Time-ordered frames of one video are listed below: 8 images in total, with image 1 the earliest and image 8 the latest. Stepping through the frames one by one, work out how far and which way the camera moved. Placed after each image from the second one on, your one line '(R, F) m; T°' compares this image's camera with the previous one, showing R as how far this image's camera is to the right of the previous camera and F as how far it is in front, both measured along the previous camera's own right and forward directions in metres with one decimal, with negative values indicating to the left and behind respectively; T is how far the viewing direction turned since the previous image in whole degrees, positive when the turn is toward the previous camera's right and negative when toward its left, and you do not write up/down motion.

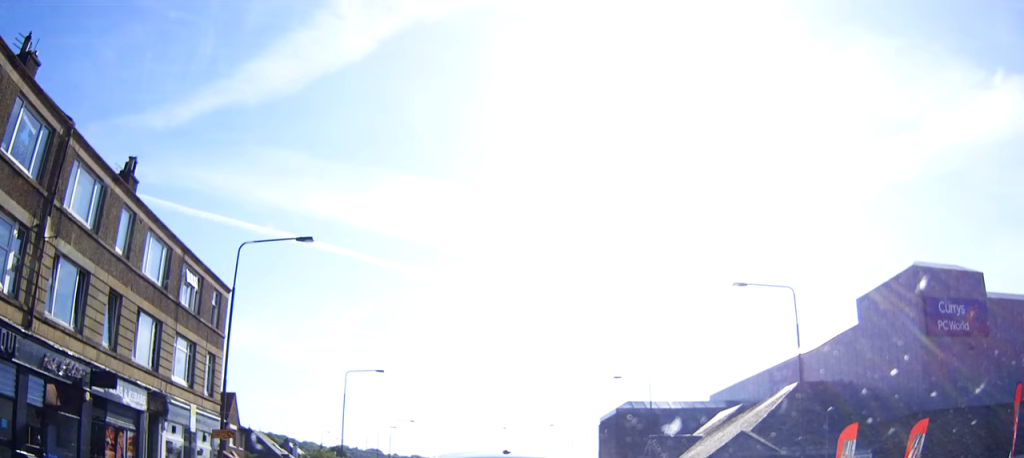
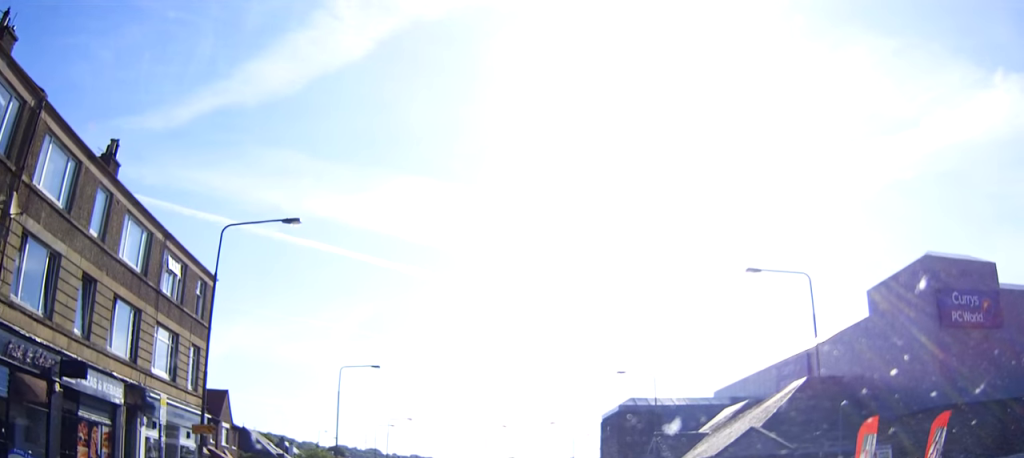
(0.0, +1.1) m; 0°
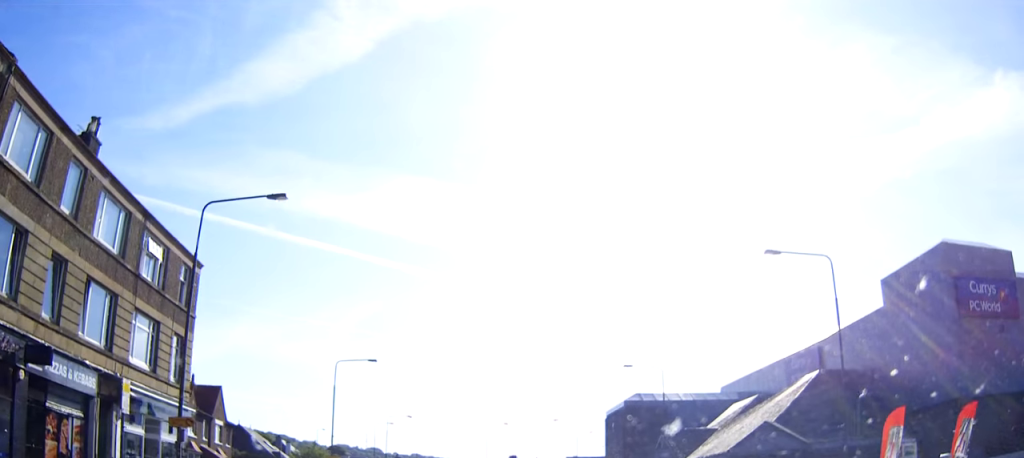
(0.0, +1.6) m; 0°
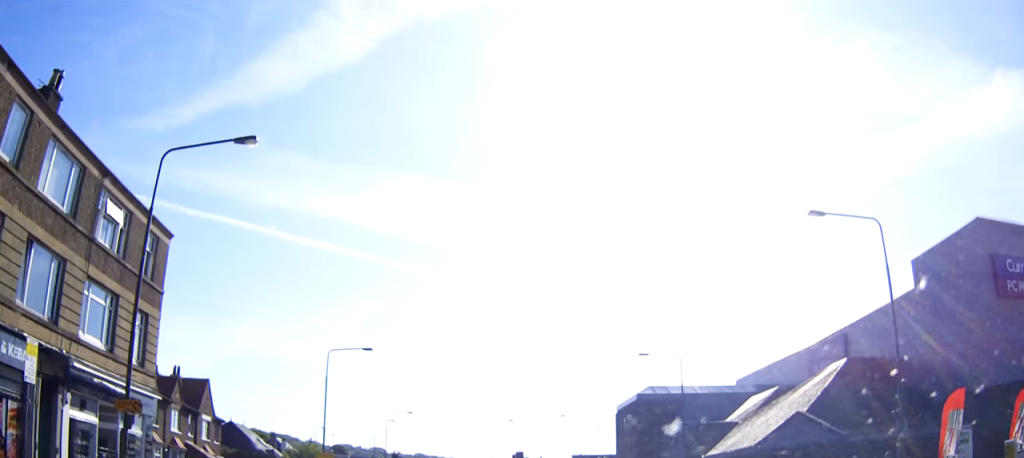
(0.0, +4.1) m; 0°
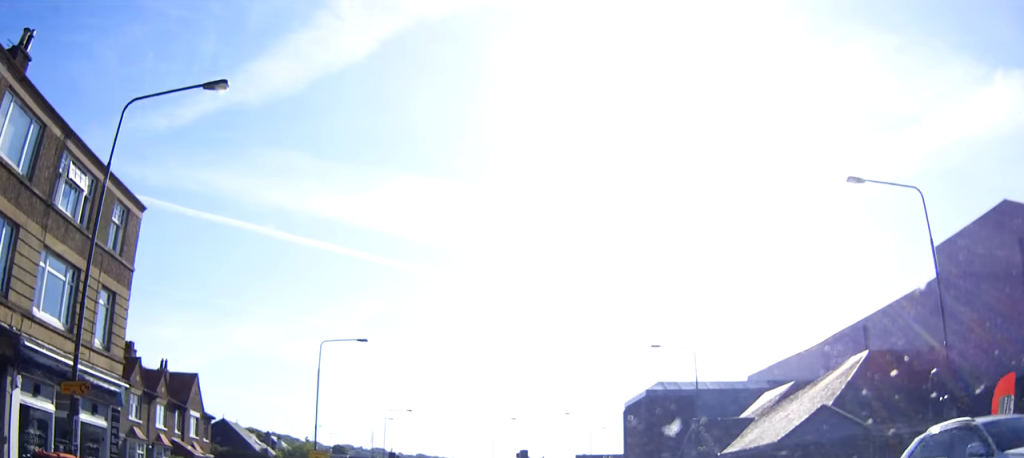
(0.0, +3.1) m; 0°
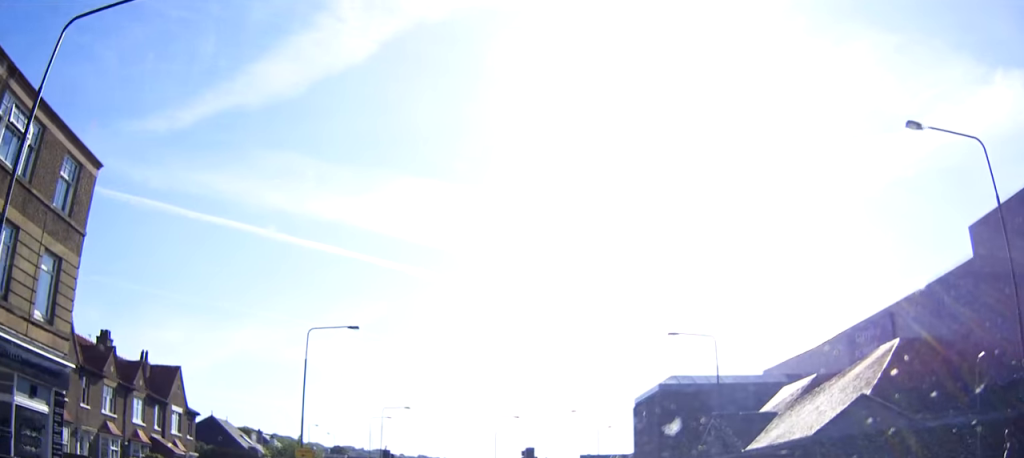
(0.0, +4.2) m; 0°
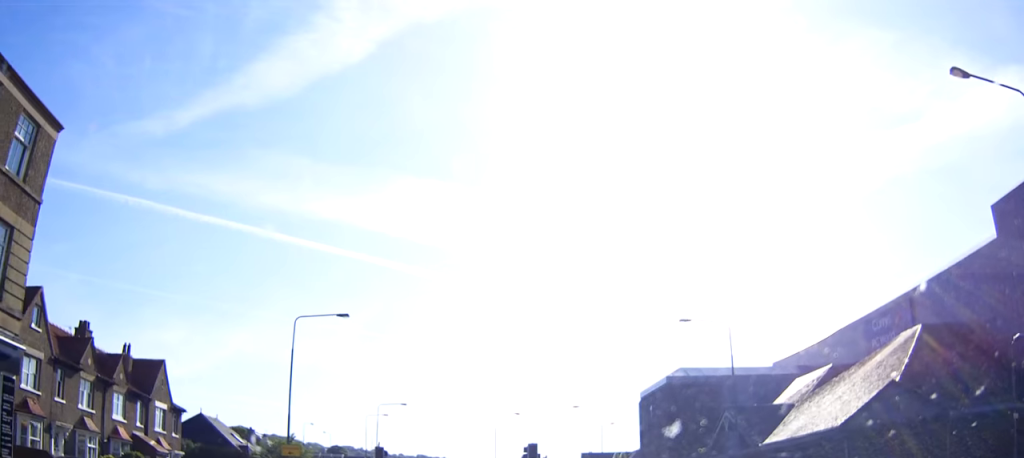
(0.0, +2.7) m; 0°
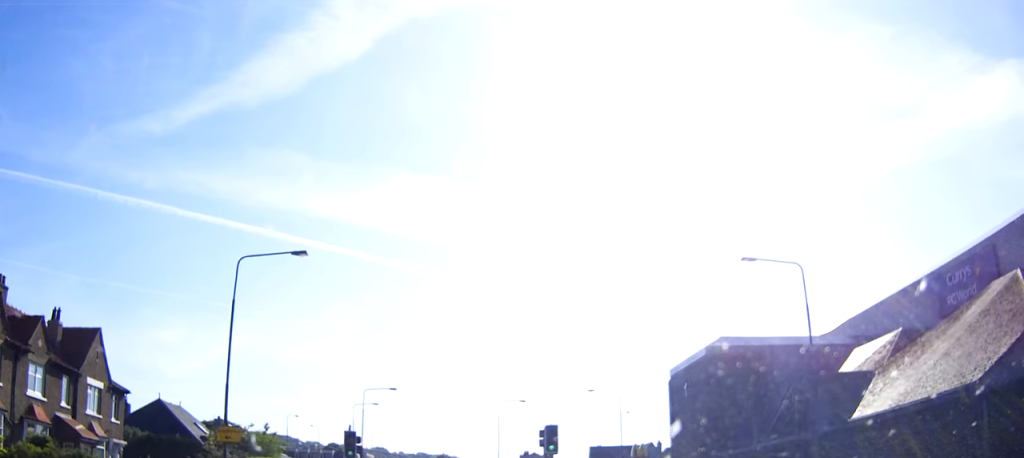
(0.0, +8.9) m; 0°
